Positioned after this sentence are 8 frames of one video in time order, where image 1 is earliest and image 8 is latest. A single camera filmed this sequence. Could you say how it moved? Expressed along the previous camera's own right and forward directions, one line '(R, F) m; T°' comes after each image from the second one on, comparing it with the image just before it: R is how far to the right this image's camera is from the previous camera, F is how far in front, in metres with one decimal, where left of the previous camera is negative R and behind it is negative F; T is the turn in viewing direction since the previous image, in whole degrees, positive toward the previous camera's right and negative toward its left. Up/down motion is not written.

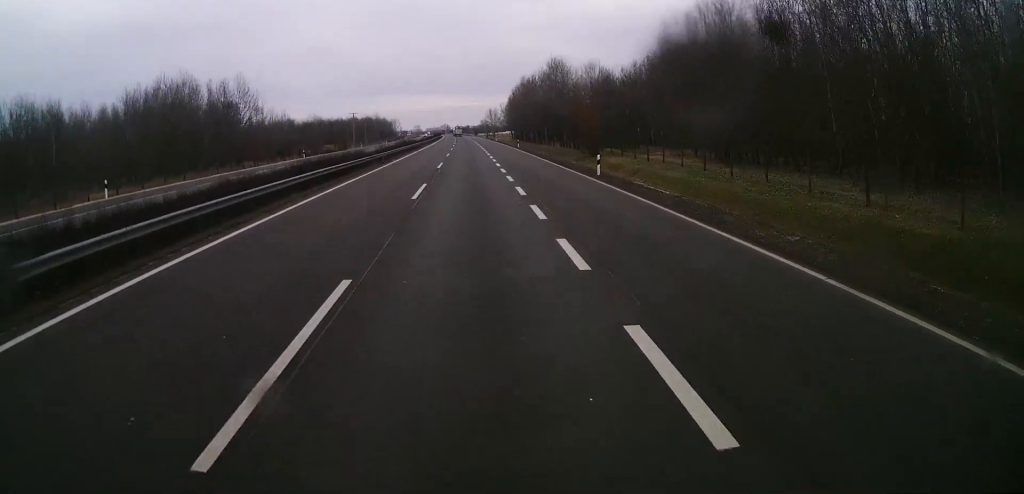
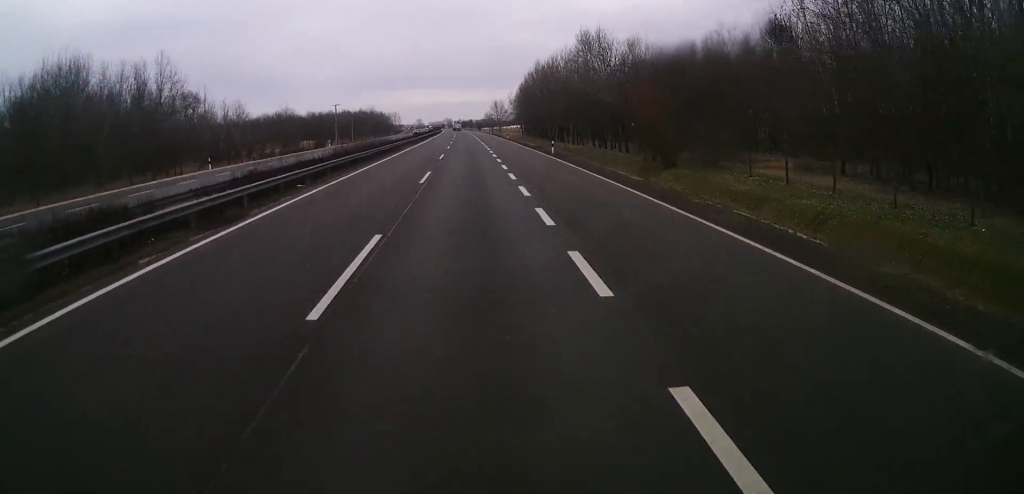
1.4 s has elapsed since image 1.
(0.0, +32.3) m; 0°
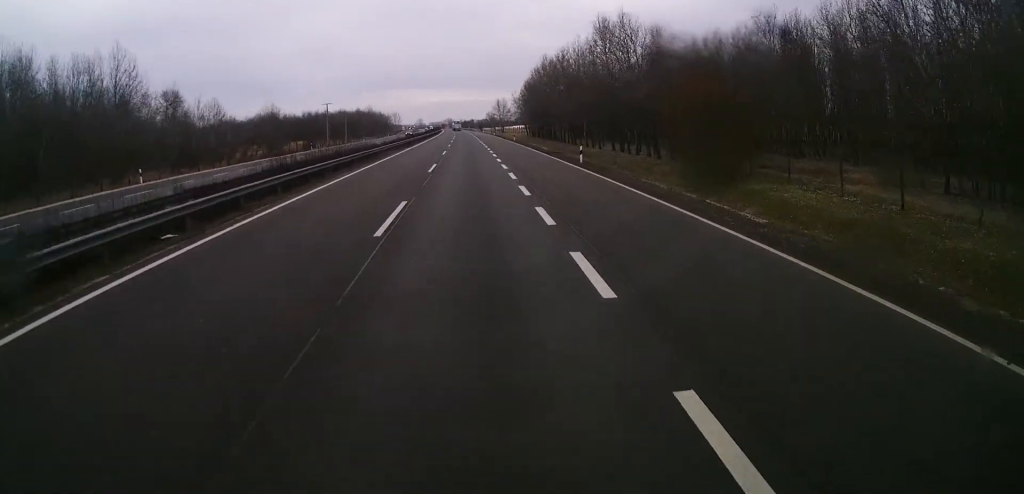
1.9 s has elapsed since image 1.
(+0.1, +12.4) m; 0°
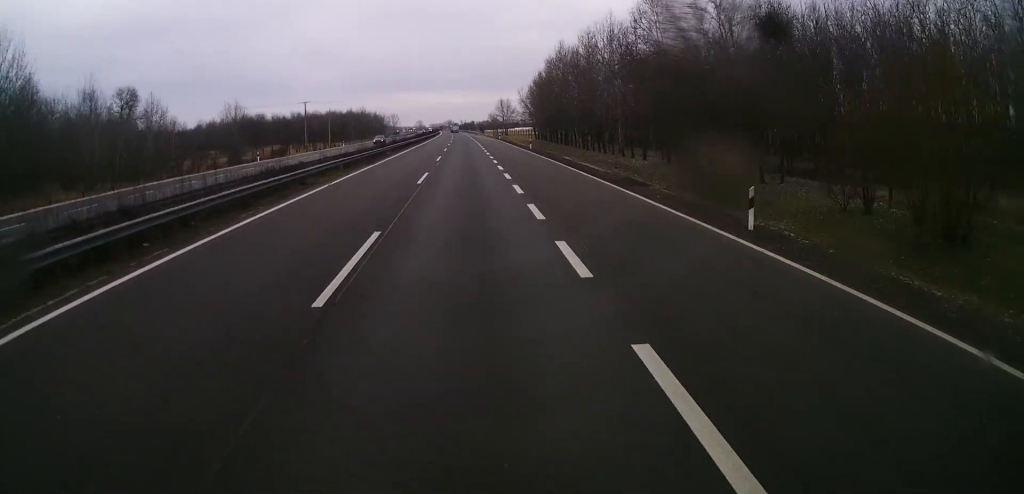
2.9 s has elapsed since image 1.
(-0.1, +23.1) m; -1°
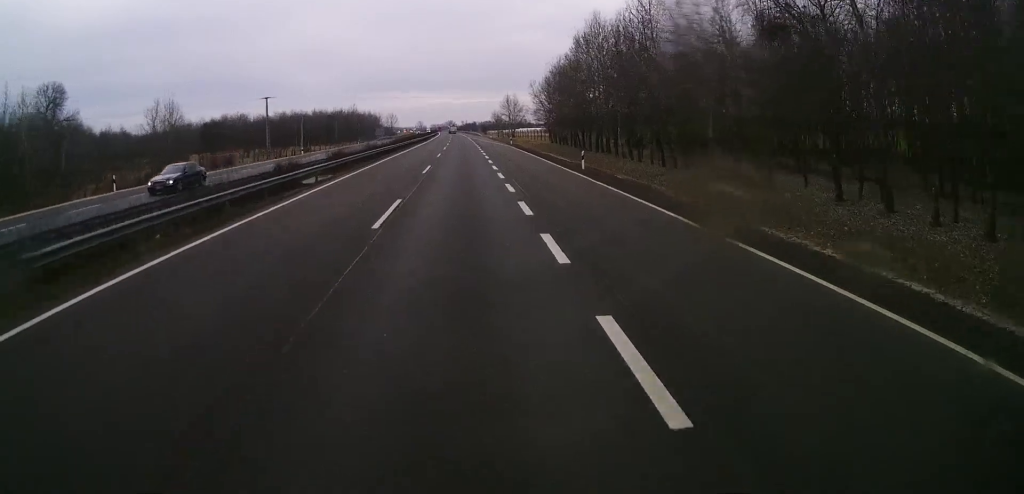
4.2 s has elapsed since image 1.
(-0.3, +29.3) m; 0°
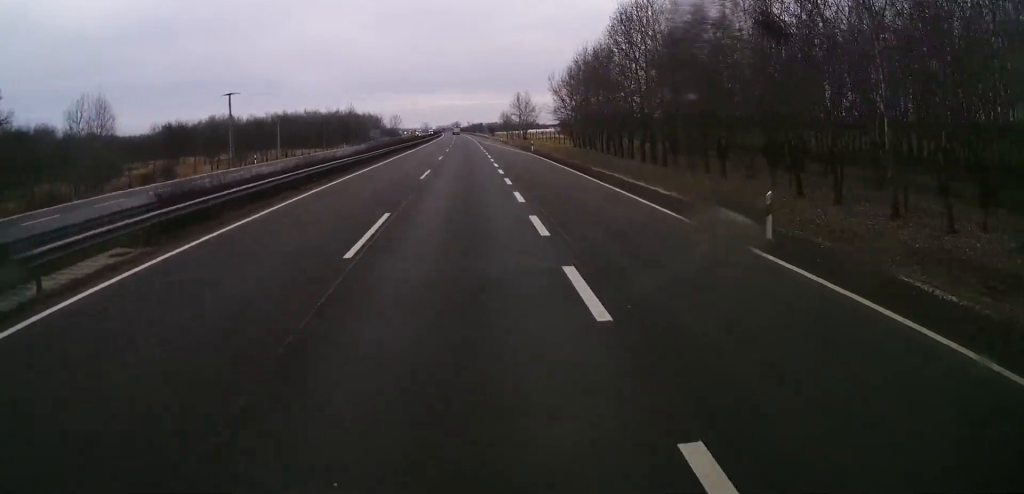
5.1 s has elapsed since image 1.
(+0.4, +21.6) m; 0°
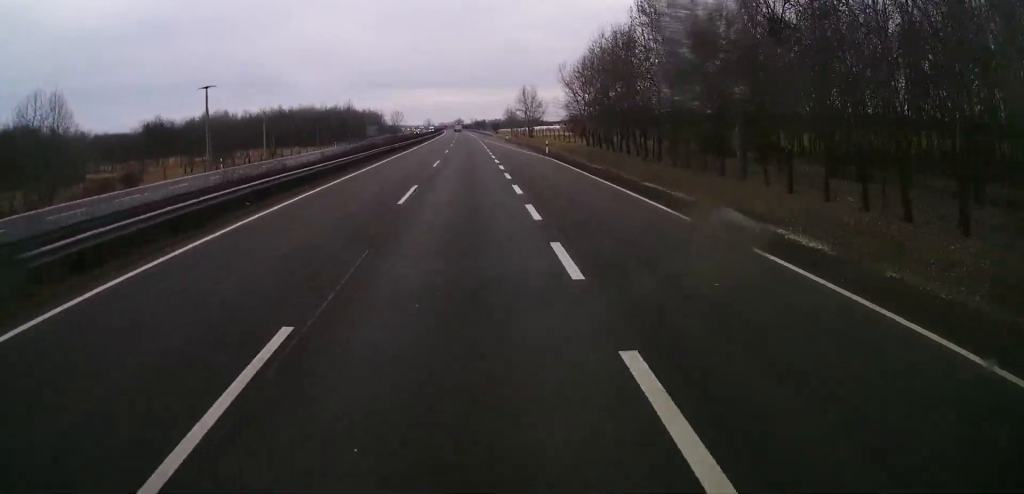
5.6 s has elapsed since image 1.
(-0.2, +10.0) m; -1°
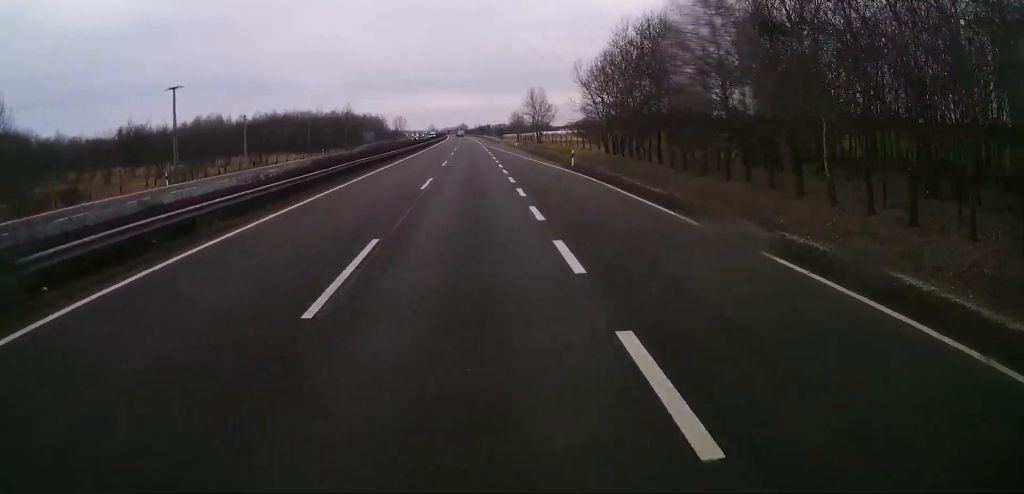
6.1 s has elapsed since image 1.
(-0.1, +11.6) m; -1°
